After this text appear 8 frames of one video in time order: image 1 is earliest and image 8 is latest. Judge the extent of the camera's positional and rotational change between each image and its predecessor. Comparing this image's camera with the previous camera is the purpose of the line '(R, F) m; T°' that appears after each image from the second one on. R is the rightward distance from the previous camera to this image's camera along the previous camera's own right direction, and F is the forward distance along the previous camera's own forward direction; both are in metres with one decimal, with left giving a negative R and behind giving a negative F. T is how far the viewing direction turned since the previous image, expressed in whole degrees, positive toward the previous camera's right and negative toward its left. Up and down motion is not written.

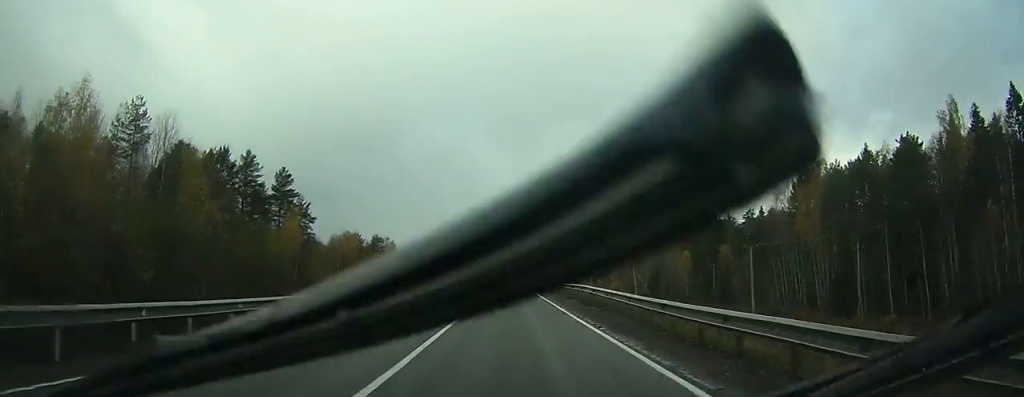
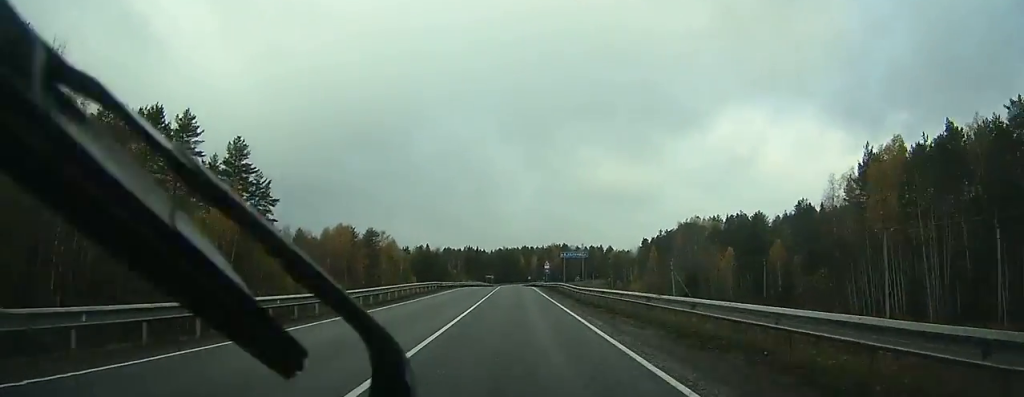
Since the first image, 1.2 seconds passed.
(-0.5, +22.0) m; -2°
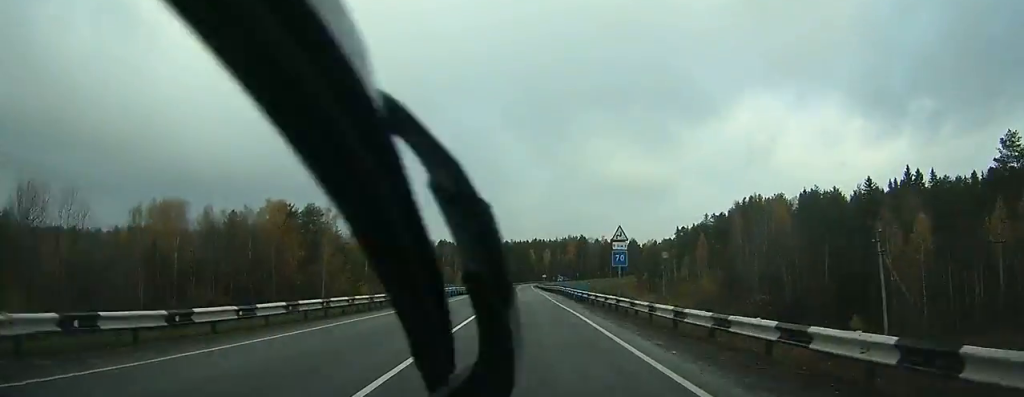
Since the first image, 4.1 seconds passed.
(-0.8, +56.3) m; -1°
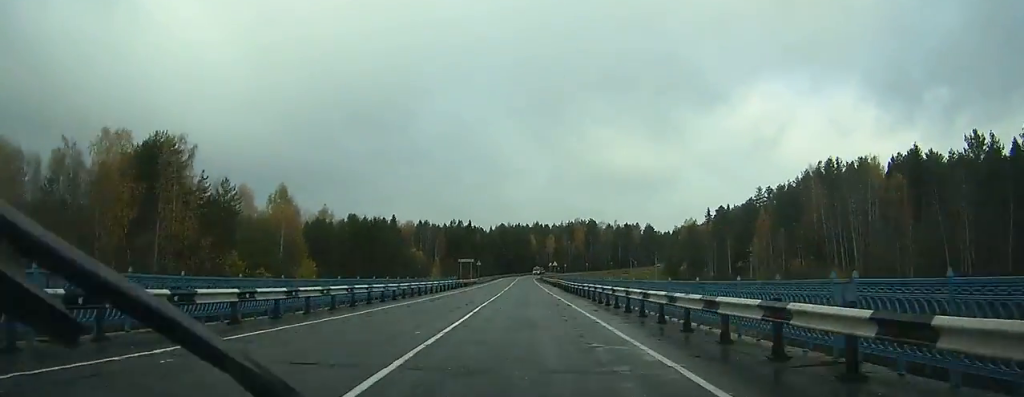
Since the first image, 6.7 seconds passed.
(0.0, +51.3) m; -1°
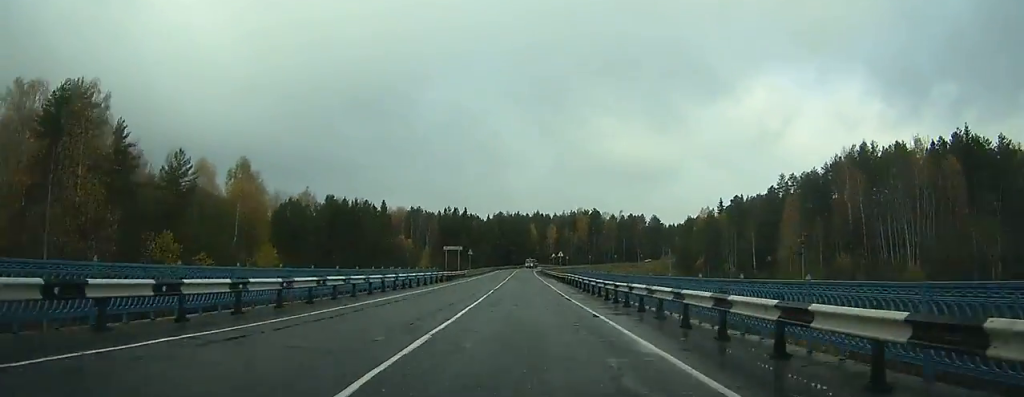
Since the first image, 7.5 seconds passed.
(-0.2, +15.7) m; 0°
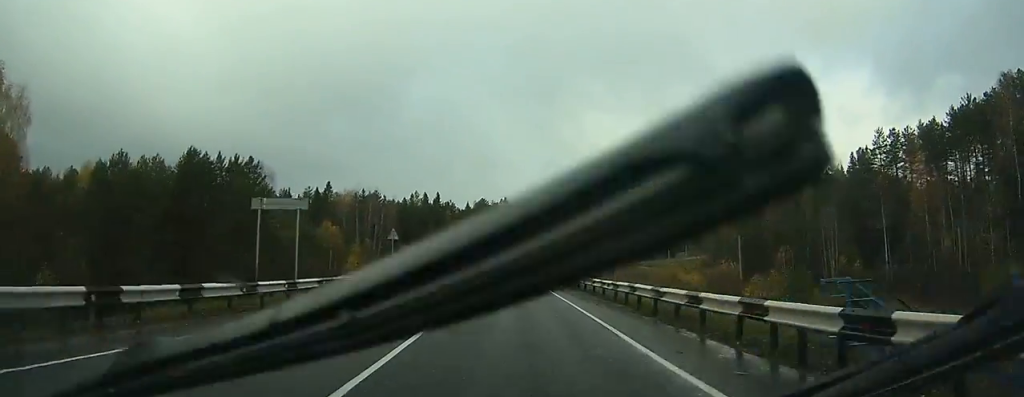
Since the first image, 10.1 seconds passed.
(-0.3, +50.6) m; 0°
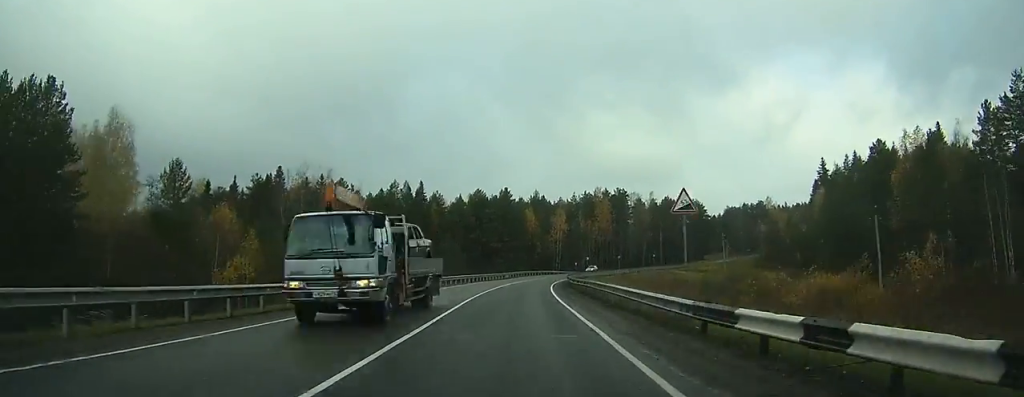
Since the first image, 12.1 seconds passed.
(+0.2, +36.5) m; +1°
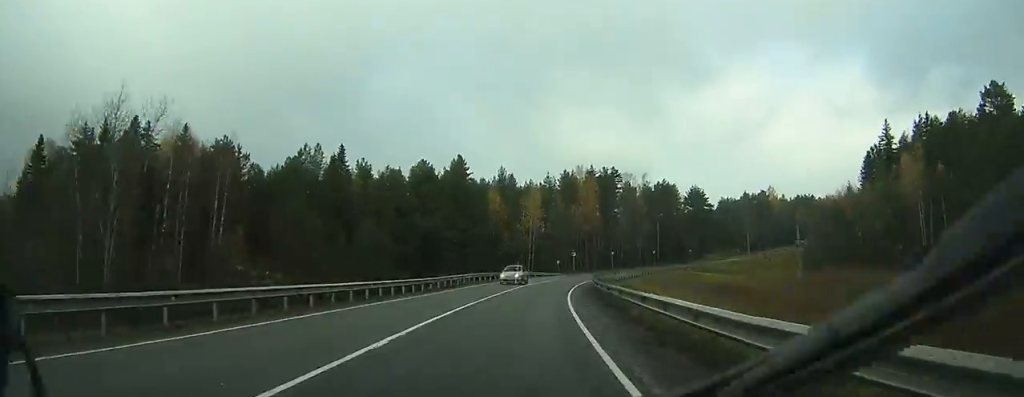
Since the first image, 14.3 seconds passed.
(+0.7, +41.2) m; +3°
